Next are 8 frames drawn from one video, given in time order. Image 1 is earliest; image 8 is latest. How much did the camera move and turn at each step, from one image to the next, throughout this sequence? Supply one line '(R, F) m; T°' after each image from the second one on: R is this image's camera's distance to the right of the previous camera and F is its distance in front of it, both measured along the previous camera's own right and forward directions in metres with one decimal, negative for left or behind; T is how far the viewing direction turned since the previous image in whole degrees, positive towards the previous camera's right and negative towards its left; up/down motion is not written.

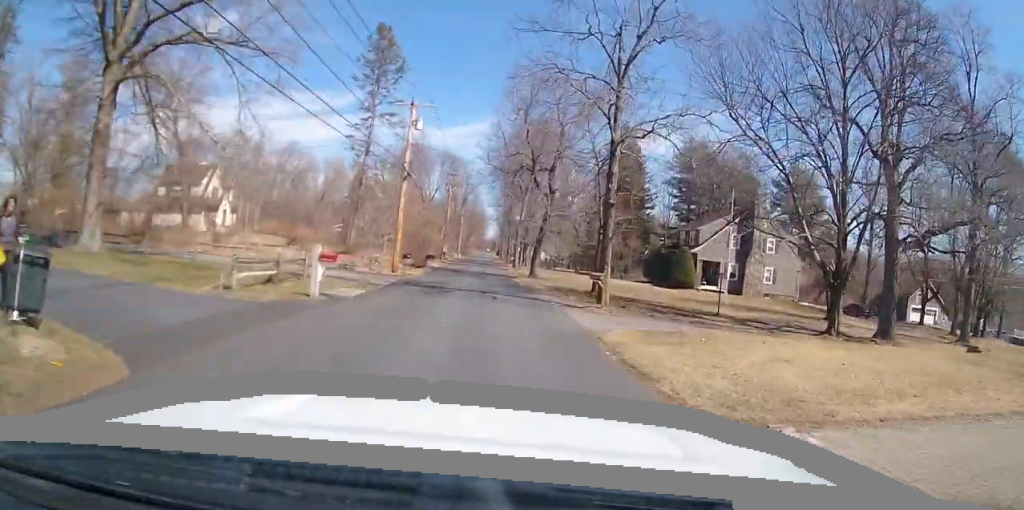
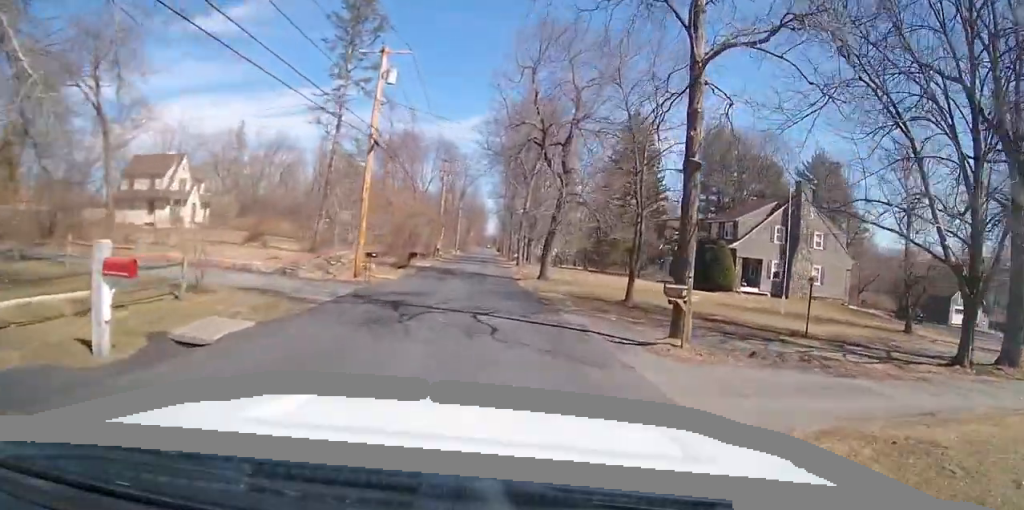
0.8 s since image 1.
(-0.2, +8.7) m; -1°
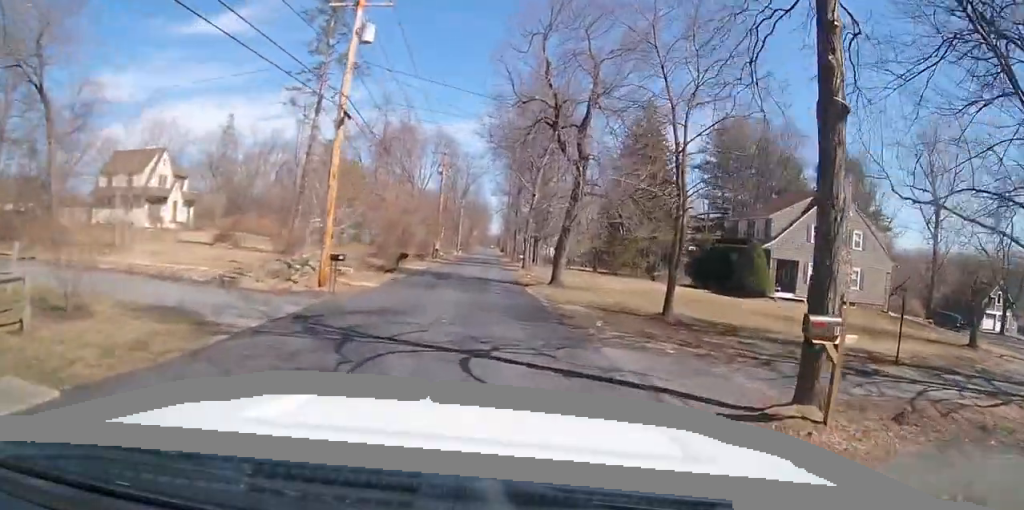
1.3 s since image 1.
(0.0, +5.2) m; 0°
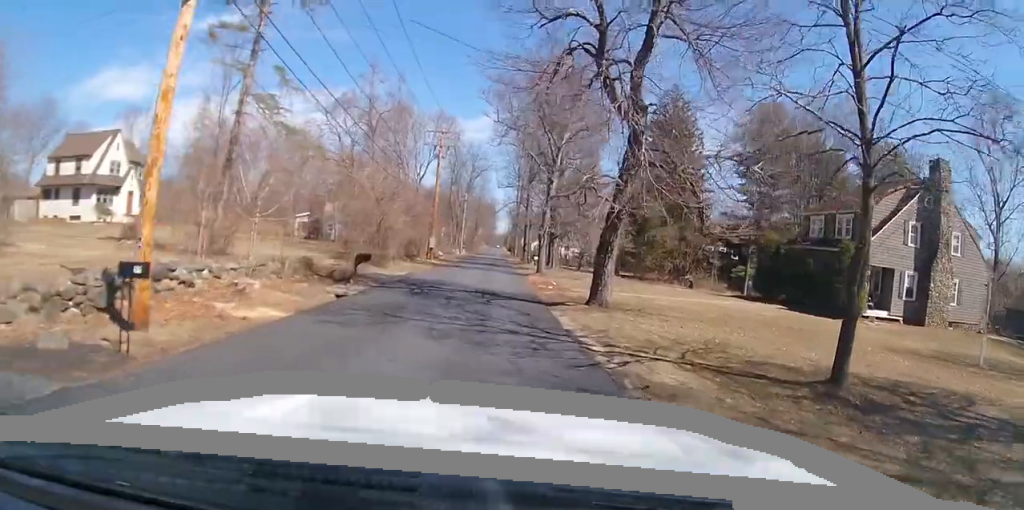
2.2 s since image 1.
(0.0, +10.0) m; 0°
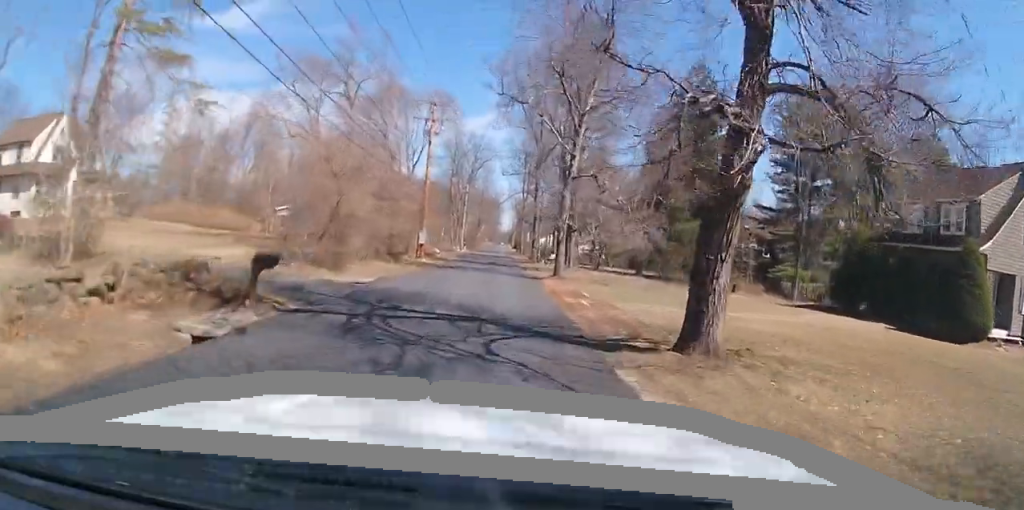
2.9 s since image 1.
(0.0, +8.7) m; 0°
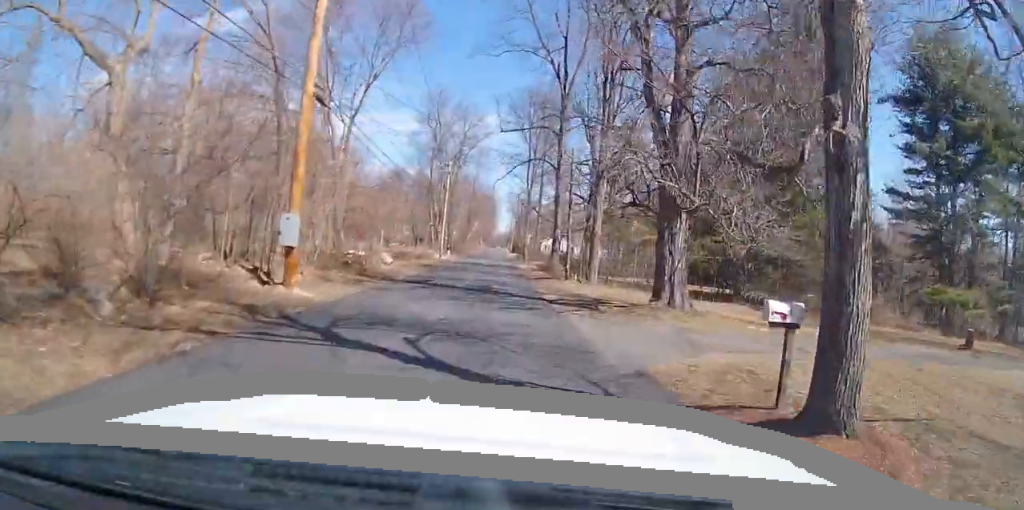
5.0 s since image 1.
(+0.7, +24.5) m; +2°
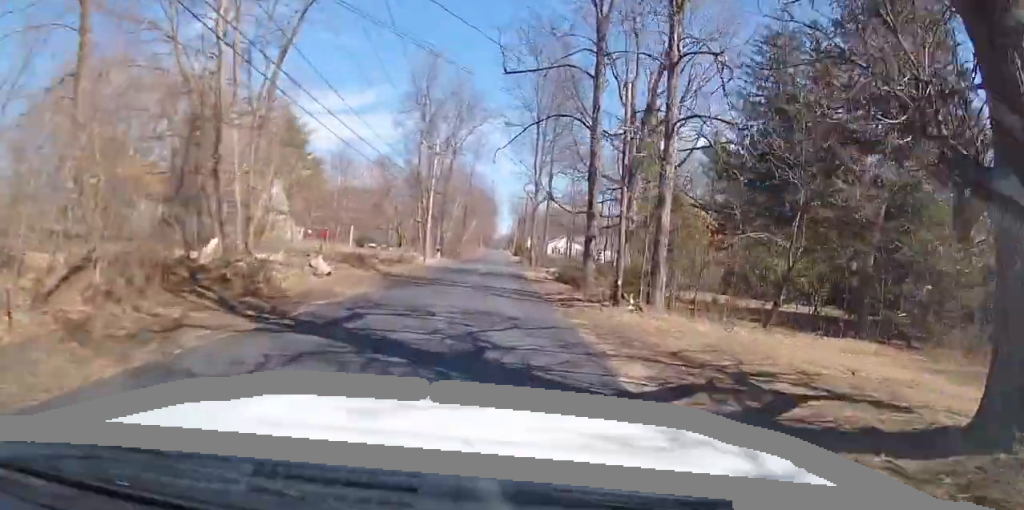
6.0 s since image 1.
(-0.2, +13.1) m; -1°
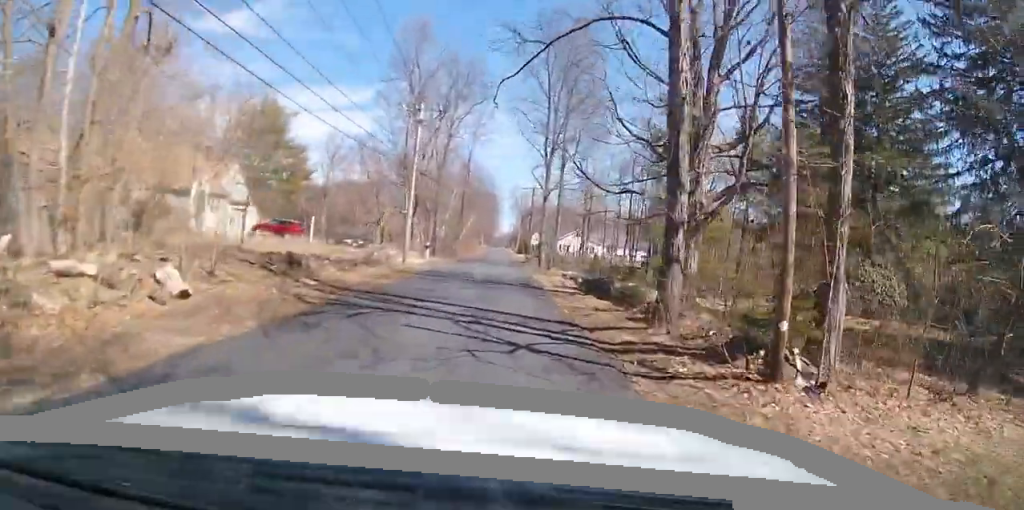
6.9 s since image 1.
(-0.3, +10.7) m; +2°
